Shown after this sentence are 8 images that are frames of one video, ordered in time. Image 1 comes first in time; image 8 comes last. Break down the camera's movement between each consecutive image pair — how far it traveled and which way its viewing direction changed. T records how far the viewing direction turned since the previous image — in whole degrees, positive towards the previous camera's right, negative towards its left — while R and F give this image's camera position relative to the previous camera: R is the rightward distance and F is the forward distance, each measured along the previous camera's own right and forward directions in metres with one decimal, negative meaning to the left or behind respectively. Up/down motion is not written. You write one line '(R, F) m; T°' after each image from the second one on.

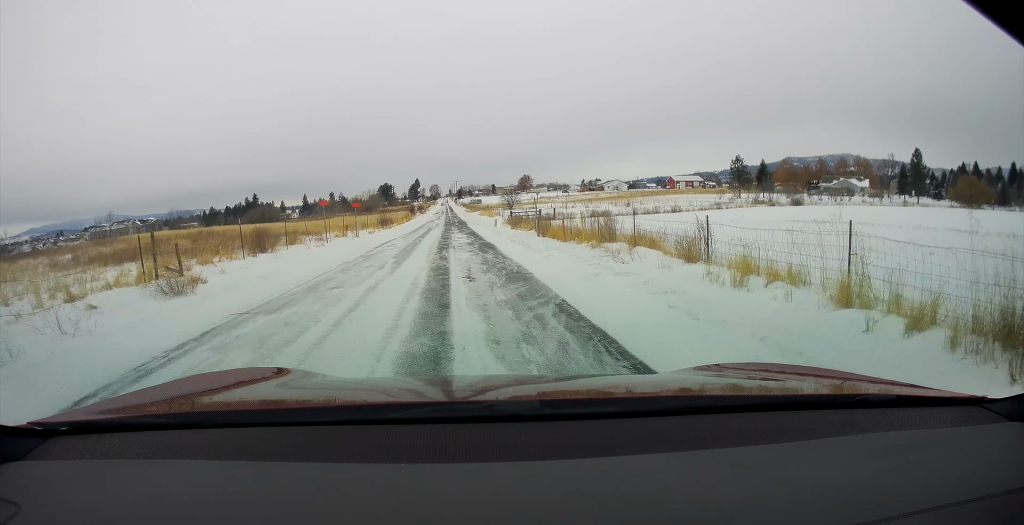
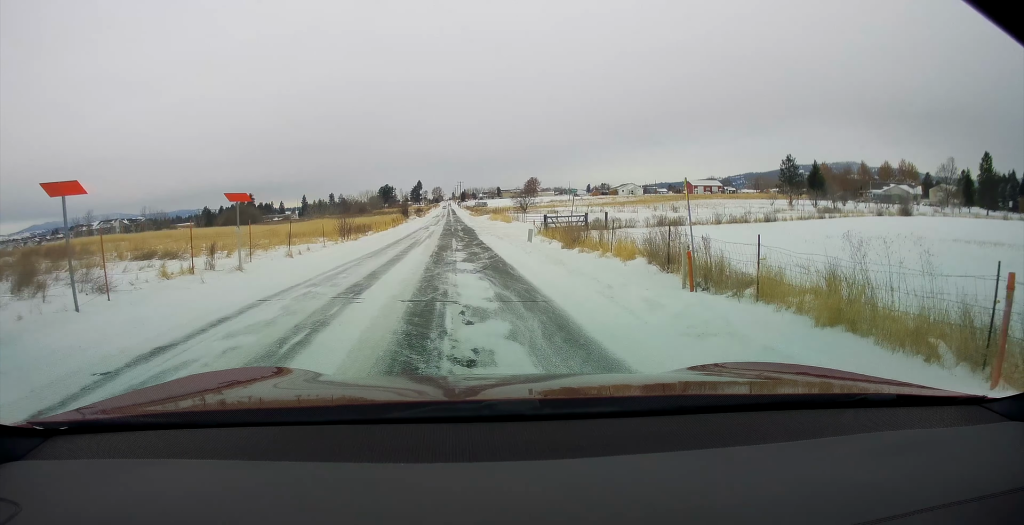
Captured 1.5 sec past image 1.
(-0.6, +22.0) m; -2°
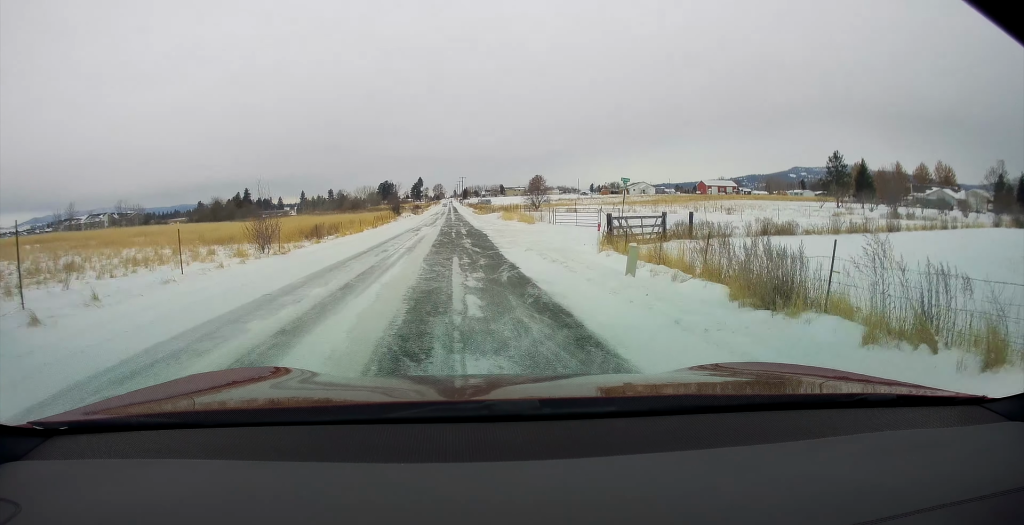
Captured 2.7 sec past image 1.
(0.0, +16.4) m; 0°
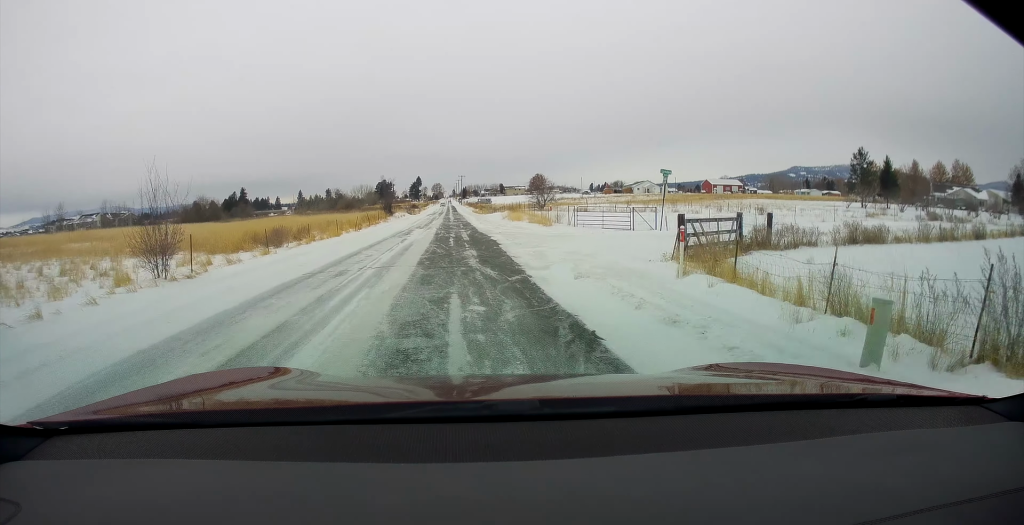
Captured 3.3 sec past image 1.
(0.0, +8.1) m; 0°
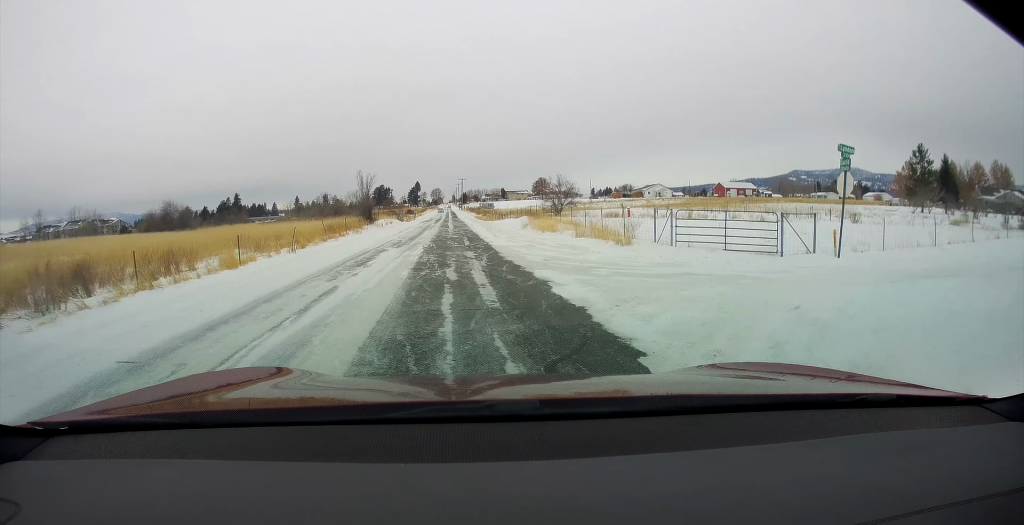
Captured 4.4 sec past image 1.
(0.0, +15.5) m; 0°
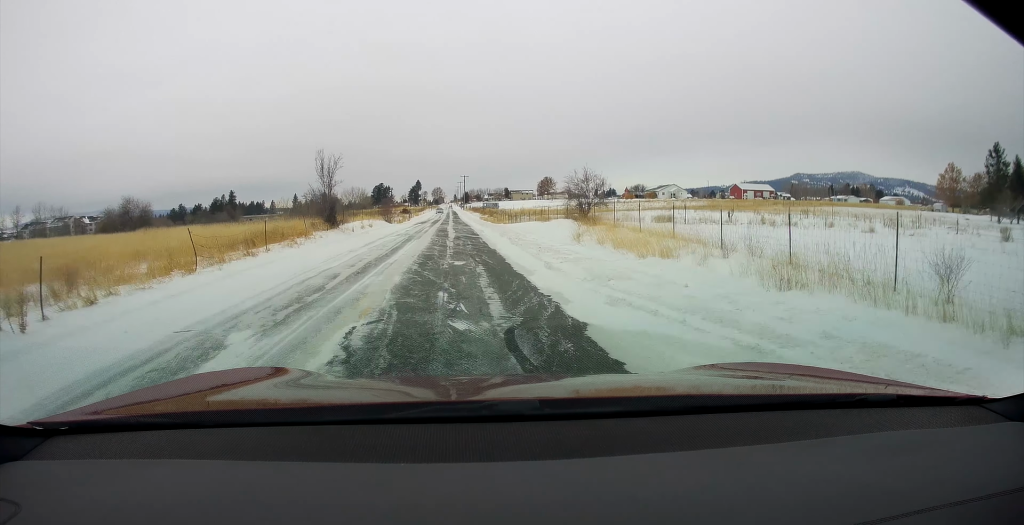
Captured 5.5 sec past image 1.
(0.0, +15.9) m; 0°
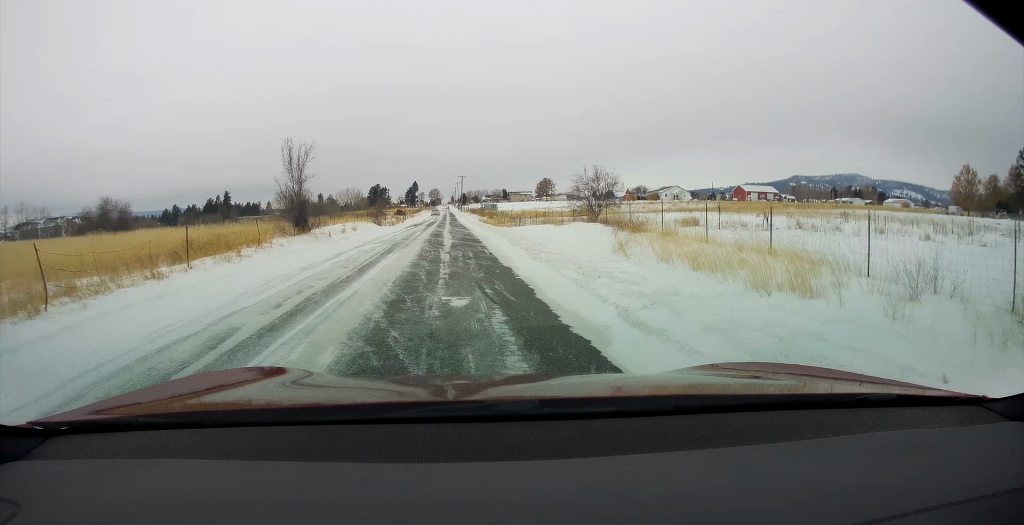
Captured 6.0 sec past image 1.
(0.0, +6.6) m; 0°
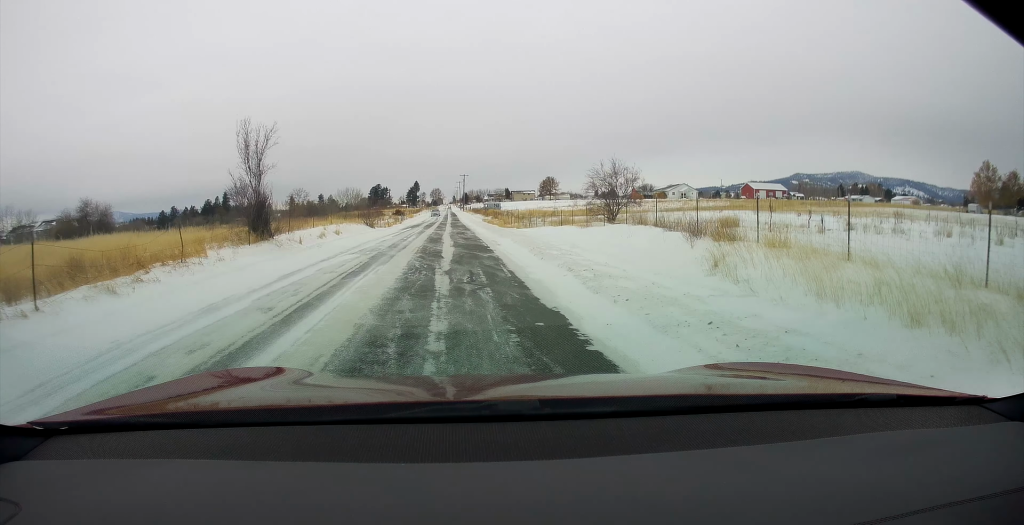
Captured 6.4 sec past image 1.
(0.0, +6.1) m; 0°
